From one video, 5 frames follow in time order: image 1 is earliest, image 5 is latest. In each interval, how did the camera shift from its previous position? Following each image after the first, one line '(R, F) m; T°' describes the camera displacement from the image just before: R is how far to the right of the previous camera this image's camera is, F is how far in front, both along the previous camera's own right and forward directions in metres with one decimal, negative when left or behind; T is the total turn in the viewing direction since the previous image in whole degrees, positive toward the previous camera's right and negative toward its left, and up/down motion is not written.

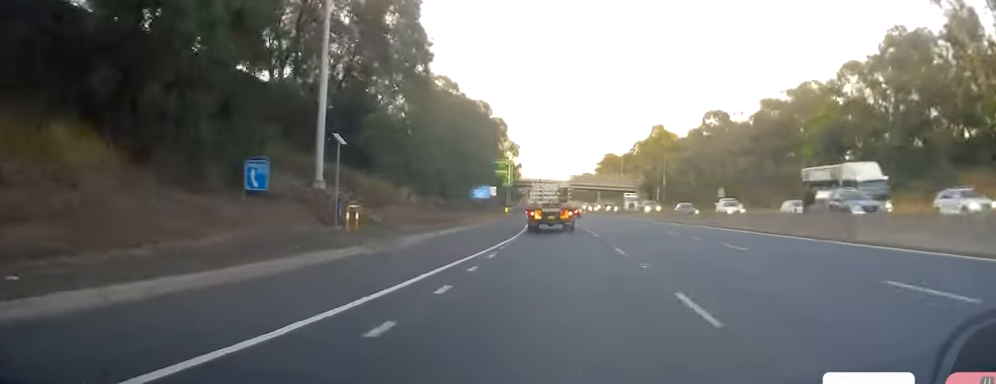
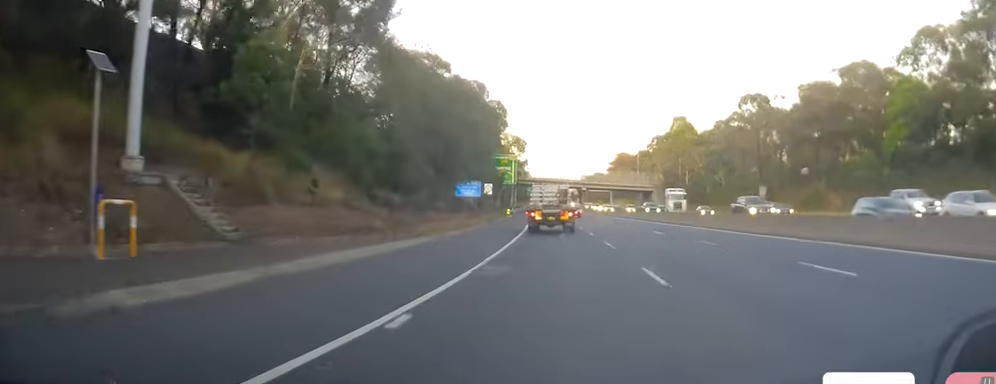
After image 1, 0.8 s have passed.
(0.0, +19.2) m; -2°
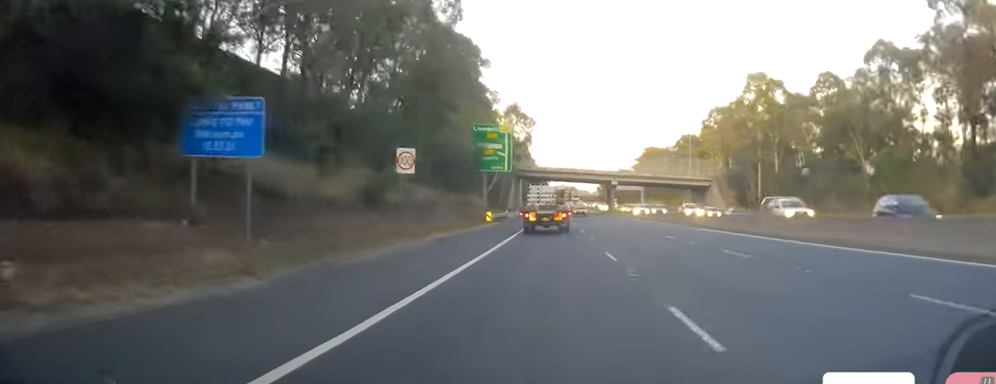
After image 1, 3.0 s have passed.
(-1.4, +53.3) m; -2°
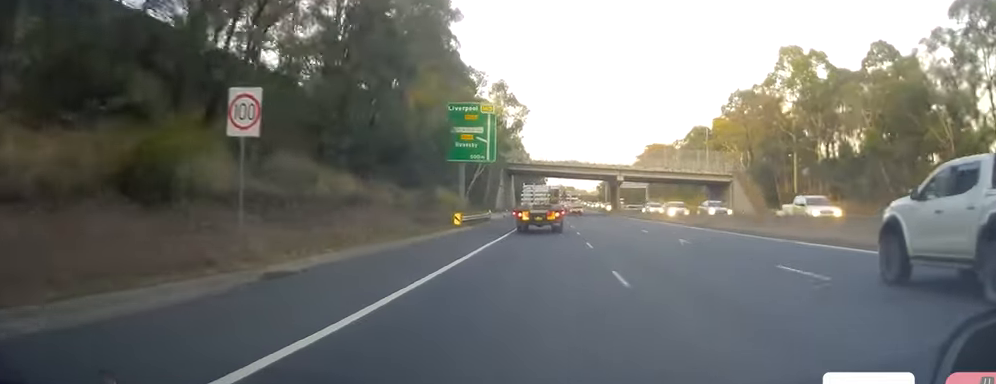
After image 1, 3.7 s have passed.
(-0.4, +18.0) m; -1°
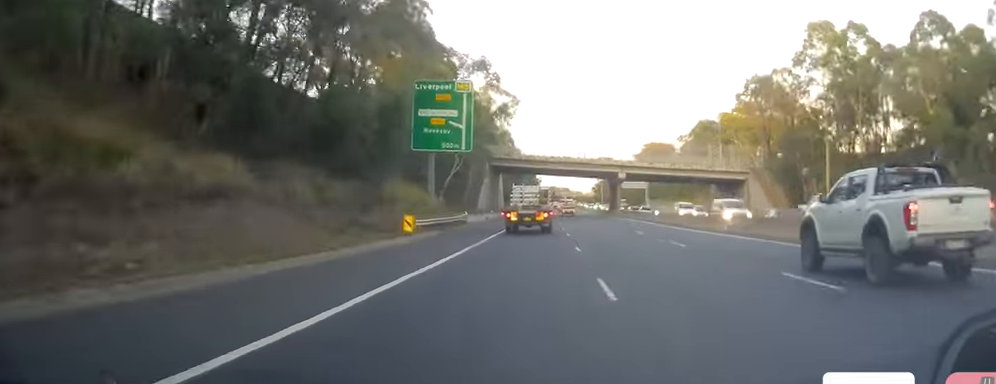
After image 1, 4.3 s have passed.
(0.0, +13.2) m; 0°
